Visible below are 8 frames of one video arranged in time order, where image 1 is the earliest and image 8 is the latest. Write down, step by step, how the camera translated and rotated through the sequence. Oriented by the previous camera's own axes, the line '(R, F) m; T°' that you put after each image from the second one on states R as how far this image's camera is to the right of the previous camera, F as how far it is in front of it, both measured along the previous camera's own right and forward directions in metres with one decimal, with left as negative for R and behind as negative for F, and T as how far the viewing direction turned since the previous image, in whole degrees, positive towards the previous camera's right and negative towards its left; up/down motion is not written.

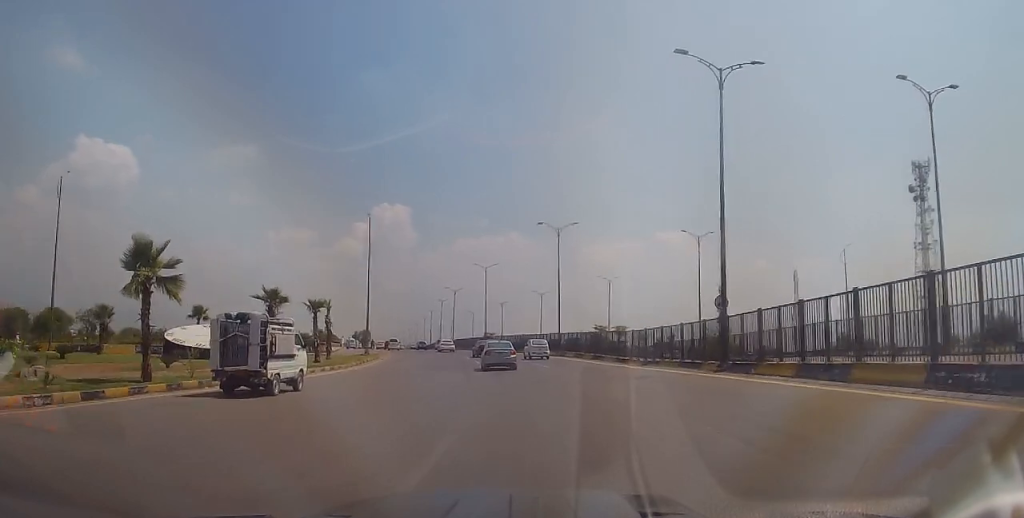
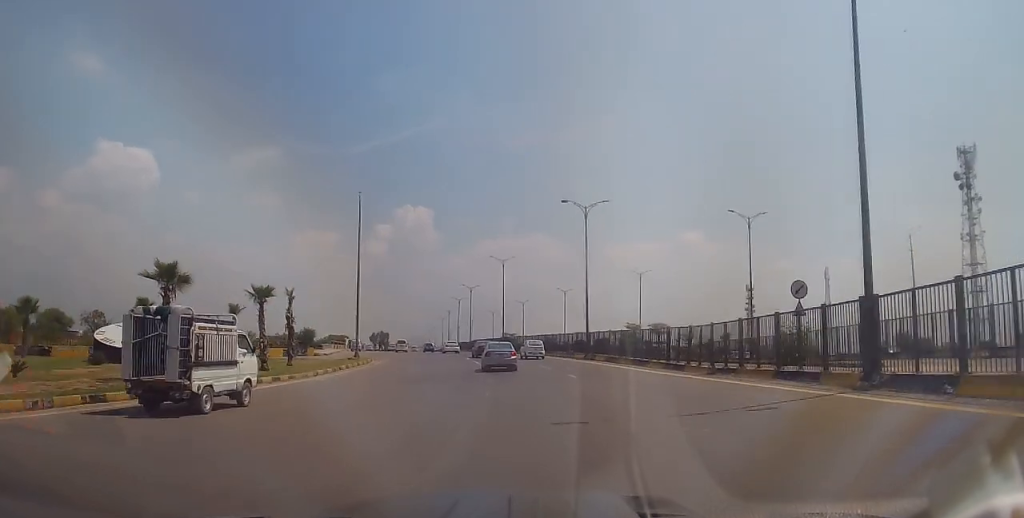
(-0.1, +9.4) m; -3°
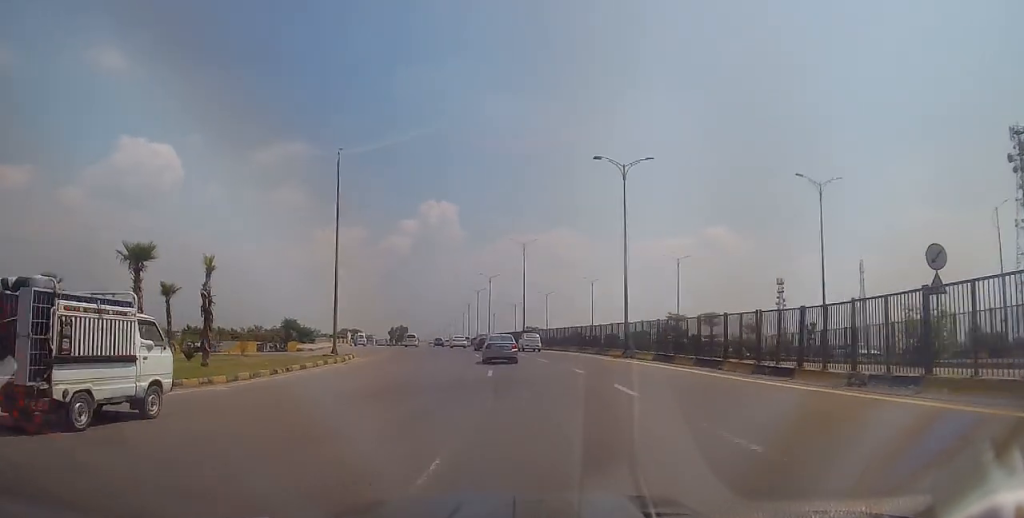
(-0.5, +9.9) m; -2°
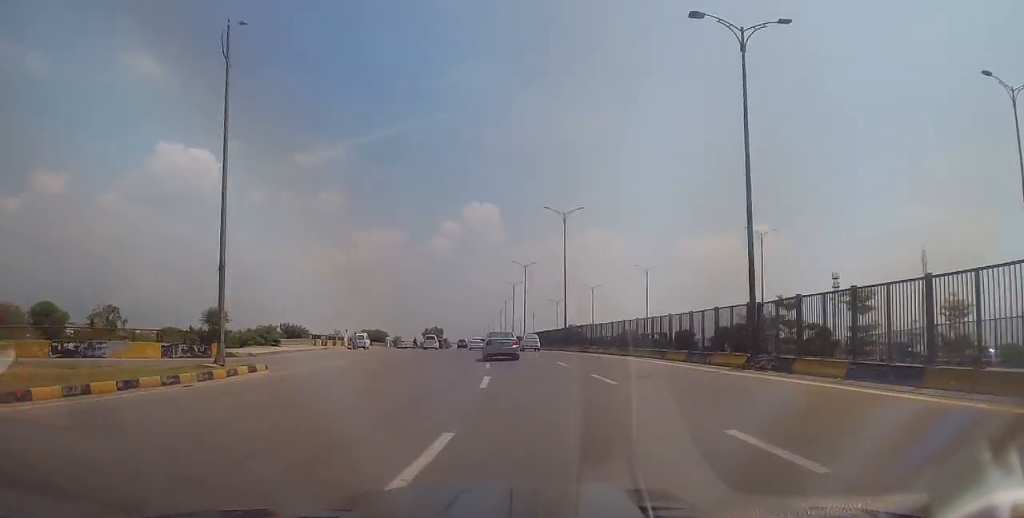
(+0.1, +17.3) m; -1°
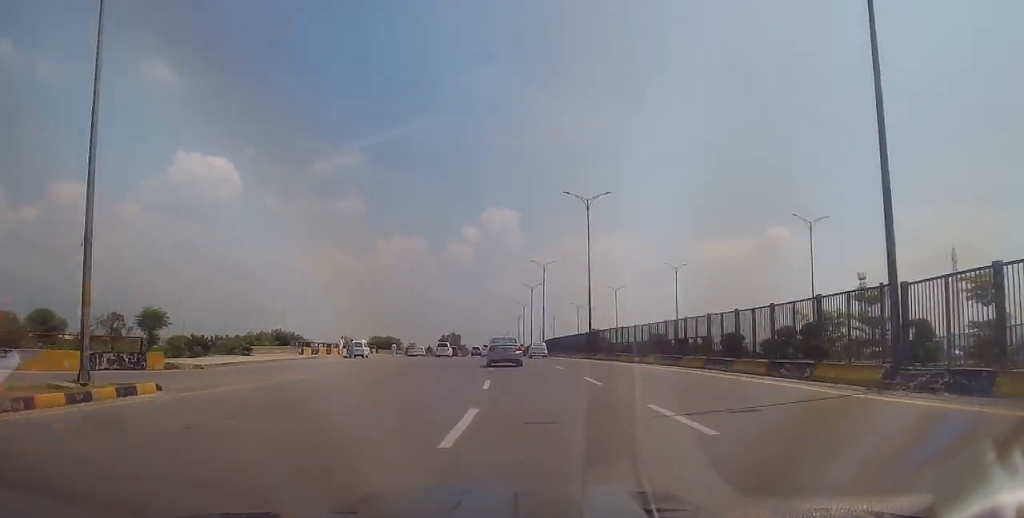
(-0.2, +8.0) m; -2°
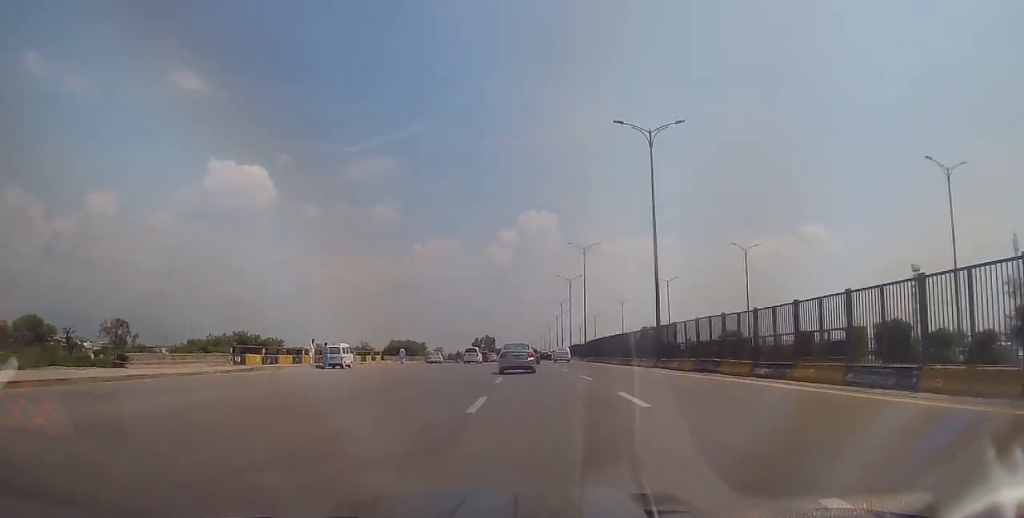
(-0.6, +16.1) m; -5°
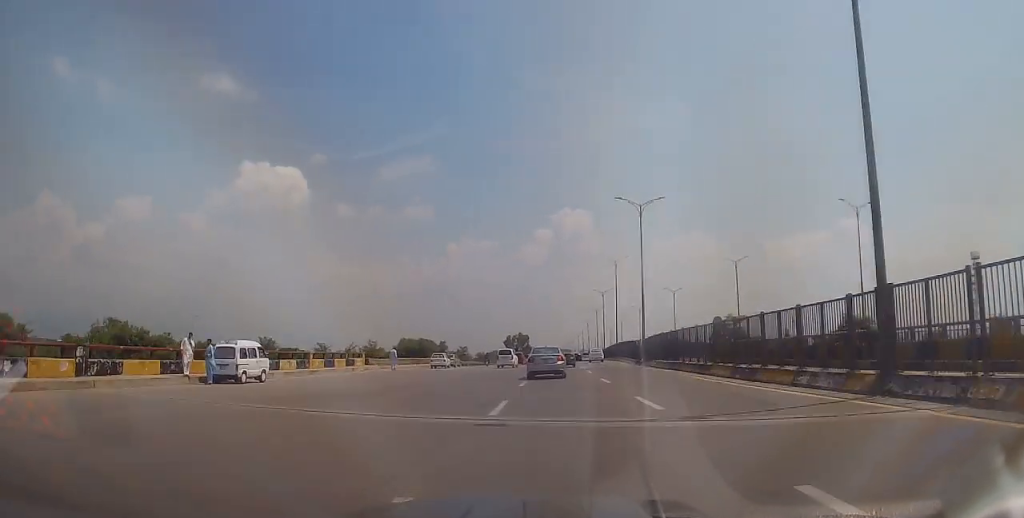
(-1.0, +19.4) m; -3°
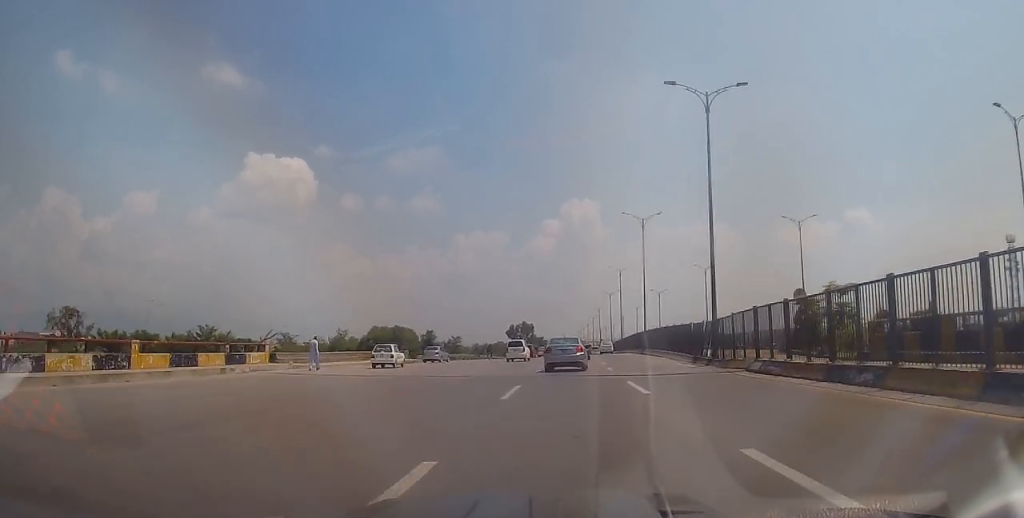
(+0.1, +19.6) m; +2°
